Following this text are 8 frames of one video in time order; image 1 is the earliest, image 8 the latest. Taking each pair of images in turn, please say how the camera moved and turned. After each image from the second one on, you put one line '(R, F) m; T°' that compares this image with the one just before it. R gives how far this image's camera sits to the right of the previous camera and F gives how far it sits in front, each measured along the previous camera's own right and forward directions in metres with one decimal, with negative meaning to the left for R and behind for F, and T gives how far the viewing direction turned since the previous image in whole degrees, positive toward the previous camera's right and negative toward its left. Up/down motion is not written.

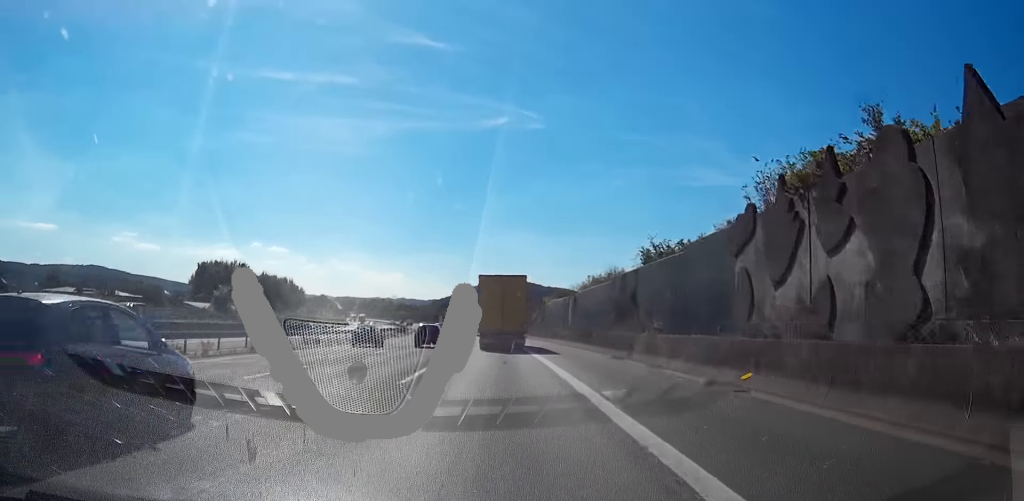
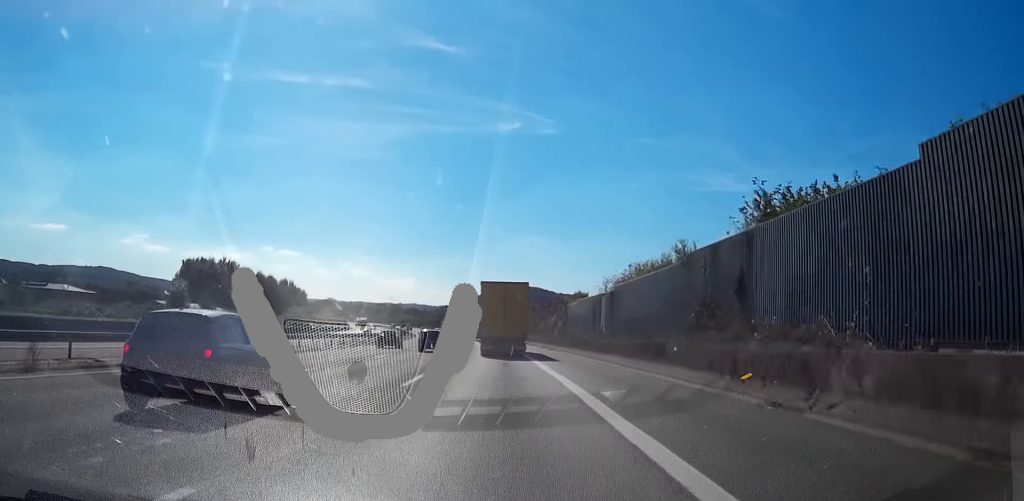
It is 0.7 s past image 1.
(0.0, +17.6) m; -1°
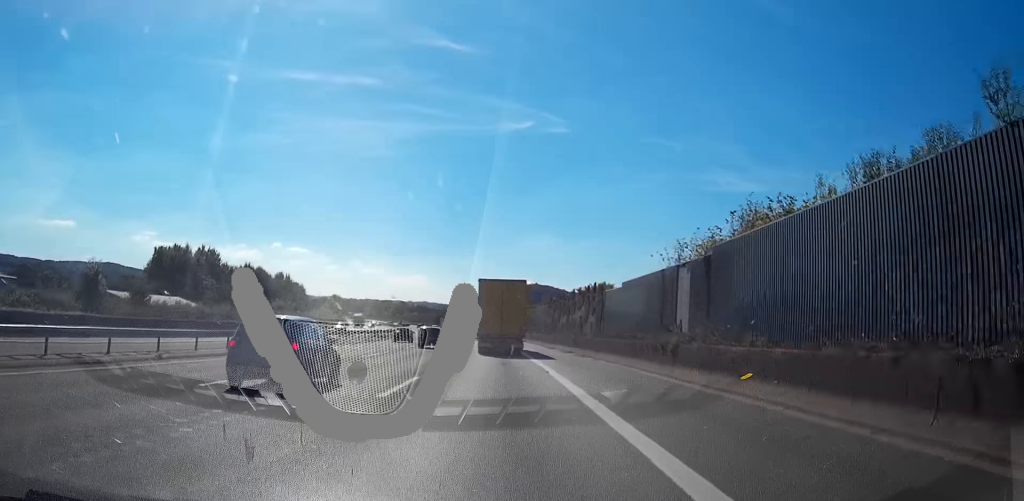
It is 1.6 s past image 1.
(-0.3, +21.8) m; -1°
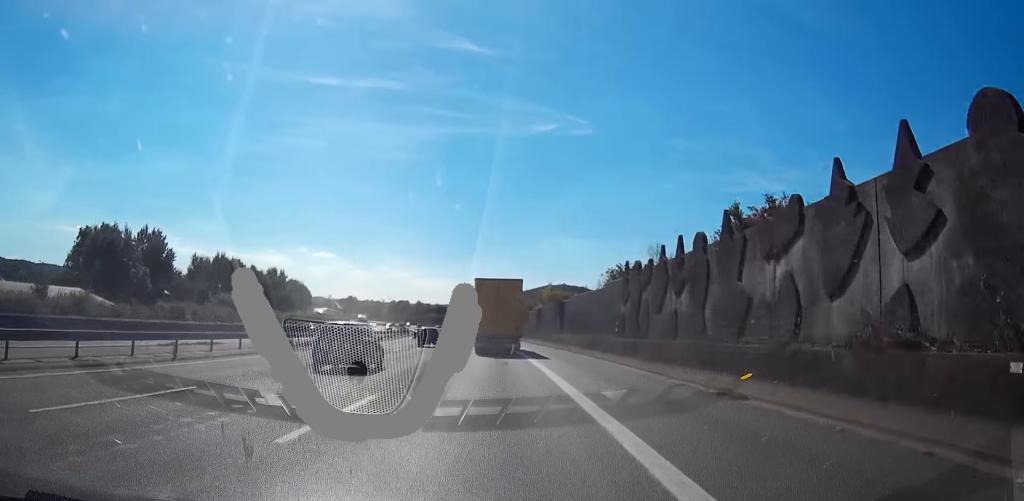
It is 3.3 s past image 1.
(-0.7, +42.8) m; -2°
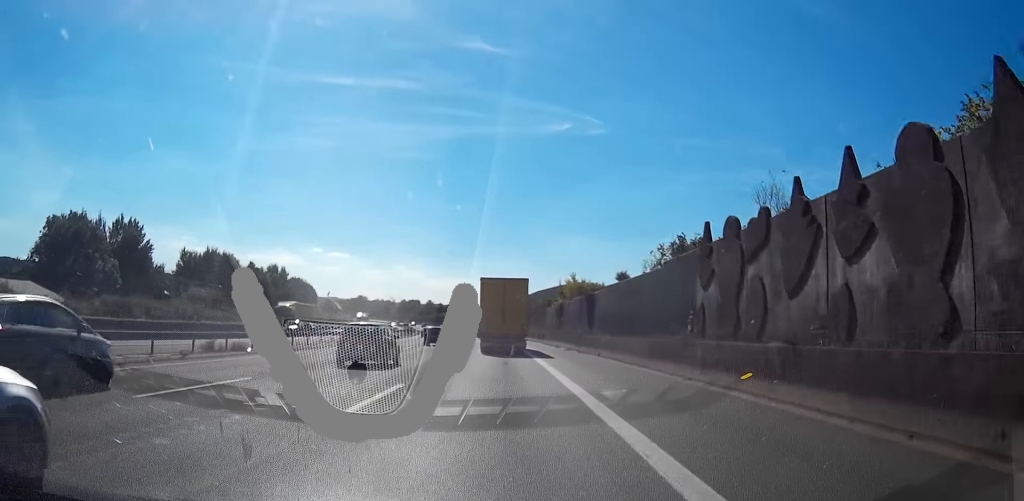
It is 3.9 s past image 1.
(-0.1, +15.0) m; -1°
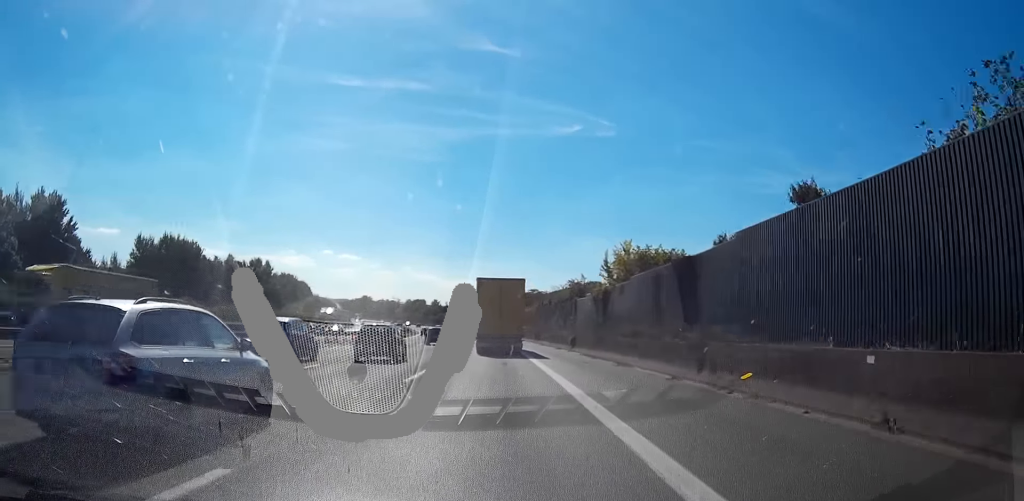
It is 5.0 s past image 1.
(-0.1, +29.1) m; -1°
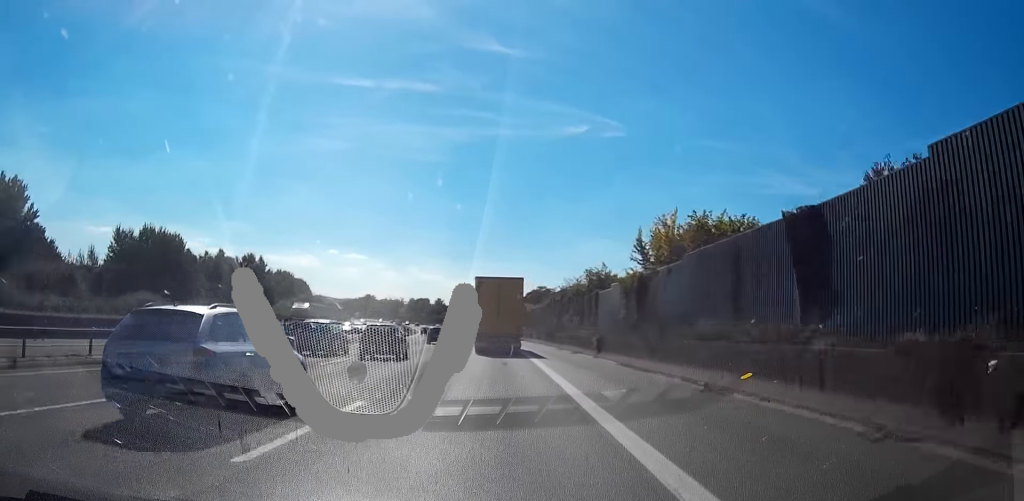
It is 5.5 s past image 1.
(-0.1, +11.7) m; -1°
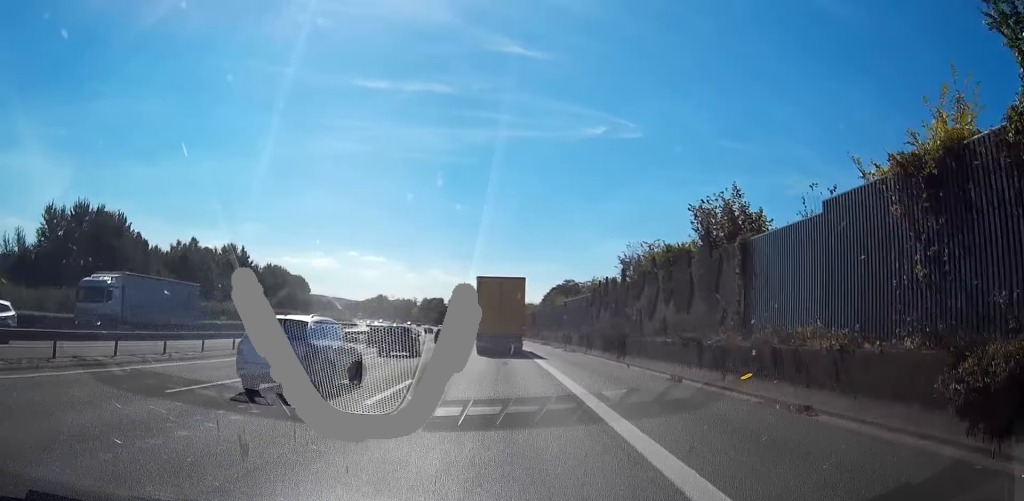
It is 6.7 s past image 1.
(-0.5, +31.1) m; -2°
